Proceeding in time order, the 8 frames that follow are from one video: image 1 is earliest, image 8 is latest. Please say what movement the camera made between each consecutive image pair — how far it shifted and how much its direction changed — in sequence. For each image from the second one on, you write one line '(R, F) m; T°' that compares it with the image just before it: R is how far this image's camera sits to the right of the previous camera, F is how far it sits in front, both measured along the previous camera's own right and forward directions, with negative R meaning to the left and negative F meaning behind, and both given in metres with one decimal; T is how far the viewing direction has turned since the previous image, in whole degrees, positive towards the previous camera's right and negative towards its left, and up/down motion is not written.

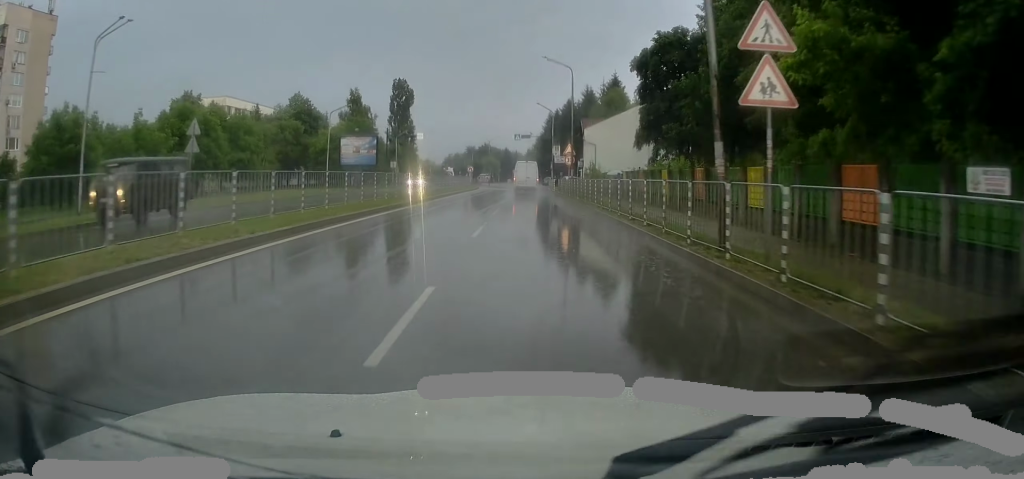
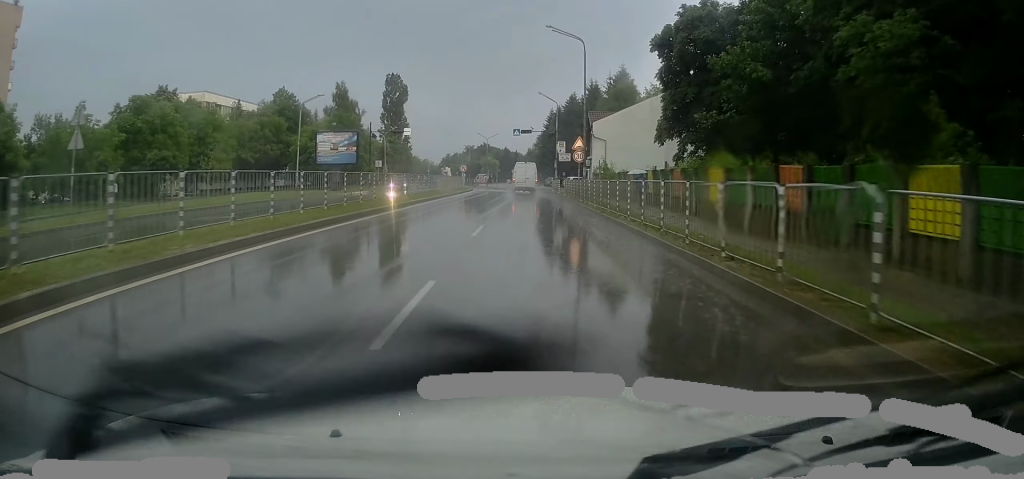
(+0.3, +8.6) m; 0°
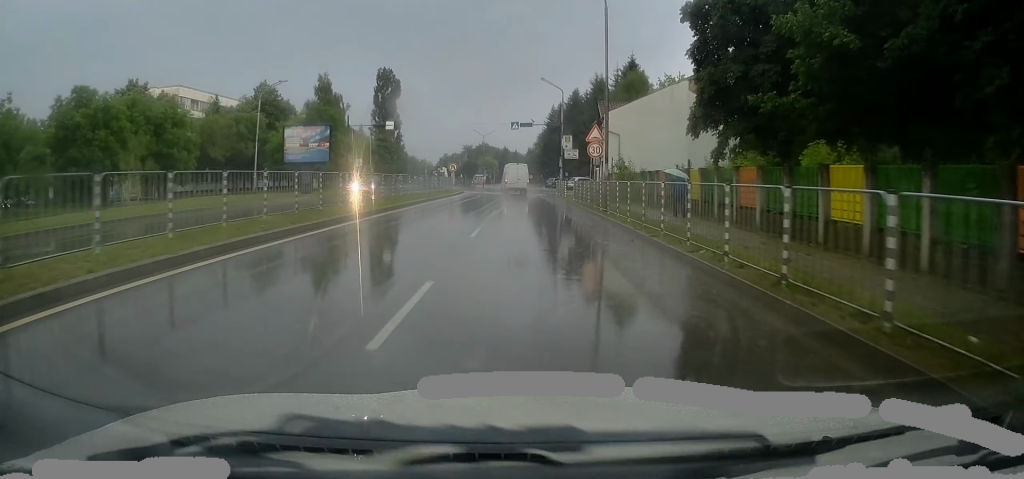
(-0.2, +8.8) m; 0°
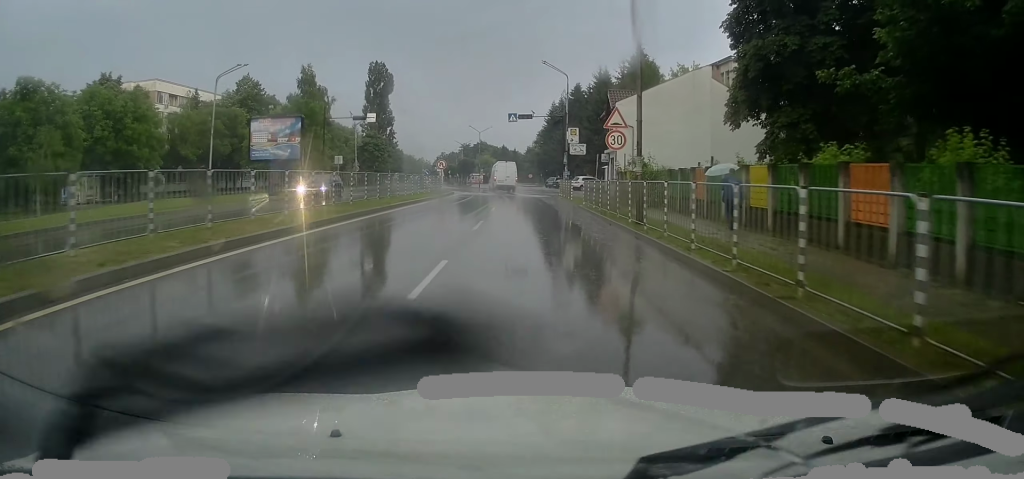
(0.0, +6.9) m; +1°
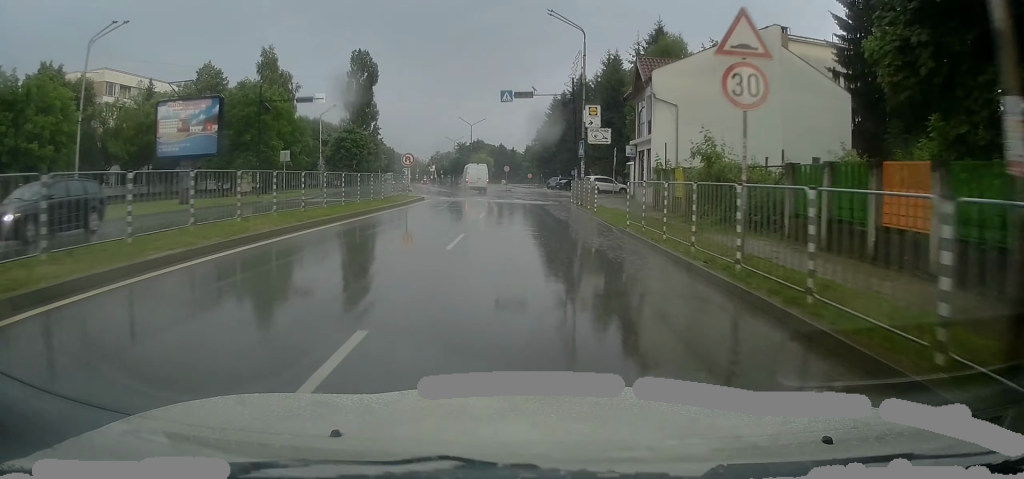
(+0.3, +13.0) m; 0°
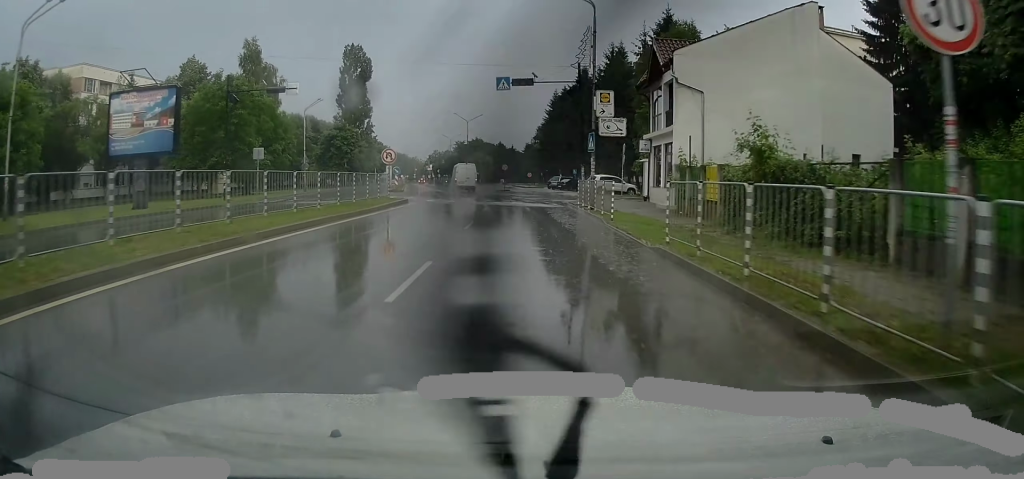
(+0.1, +4.6) m; -1°
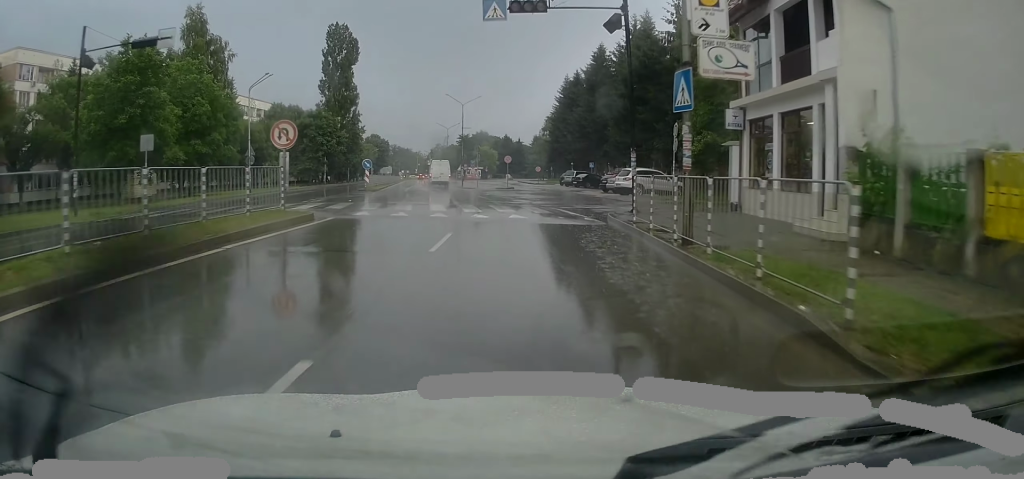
(-0.4, +13.9) m; -2°
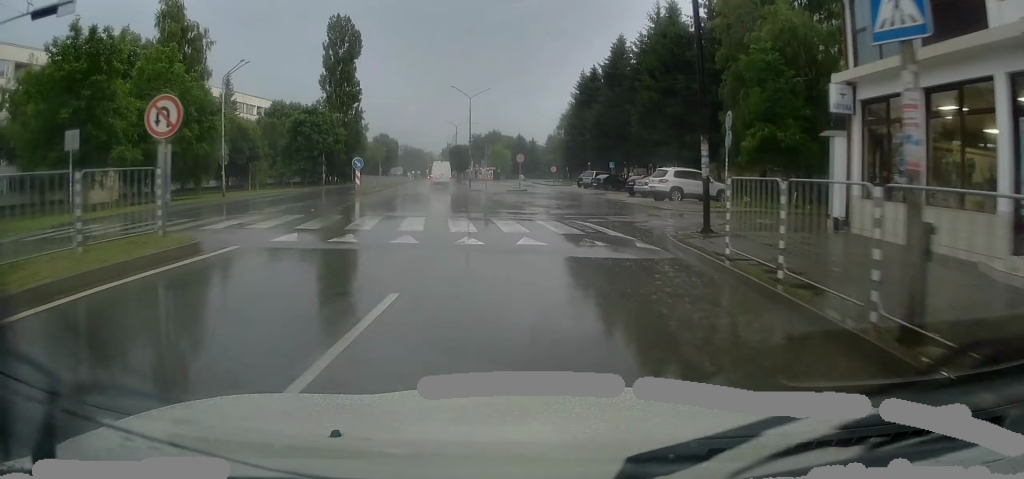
(+0.1, +6.8) m; 0°
